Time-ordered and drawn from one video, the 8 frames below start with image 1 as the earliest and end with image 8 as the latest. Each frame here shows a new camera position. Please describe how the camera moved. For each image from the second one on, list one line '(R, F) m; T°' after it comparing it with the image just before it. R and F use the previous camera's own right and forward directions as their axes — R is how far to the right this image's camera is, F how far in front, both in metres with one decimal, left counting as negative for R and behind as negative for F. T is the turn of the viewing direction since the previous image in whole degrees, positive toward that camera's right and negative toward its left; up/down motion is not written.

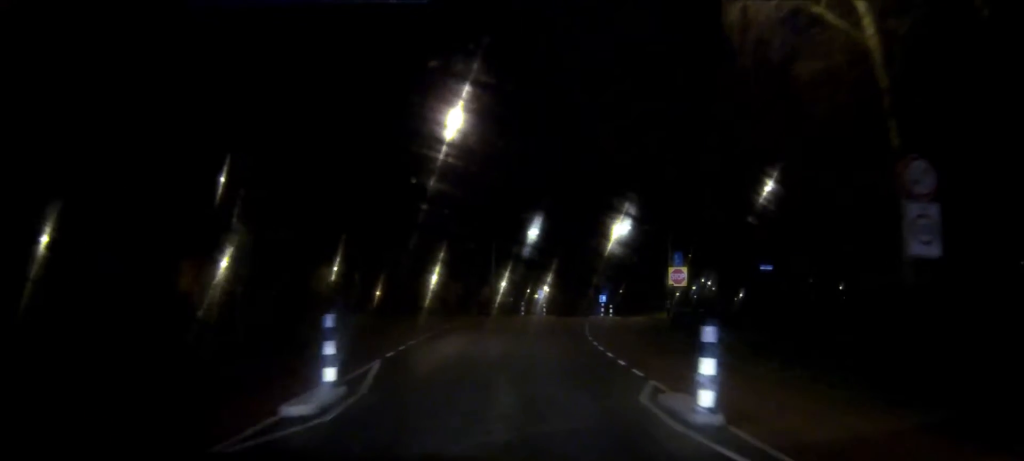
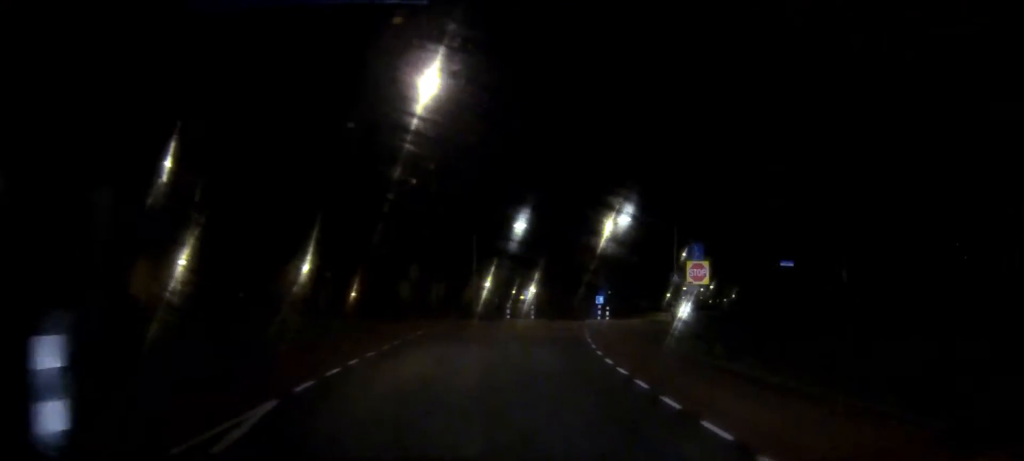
(0.0, +5.4) m; +1°
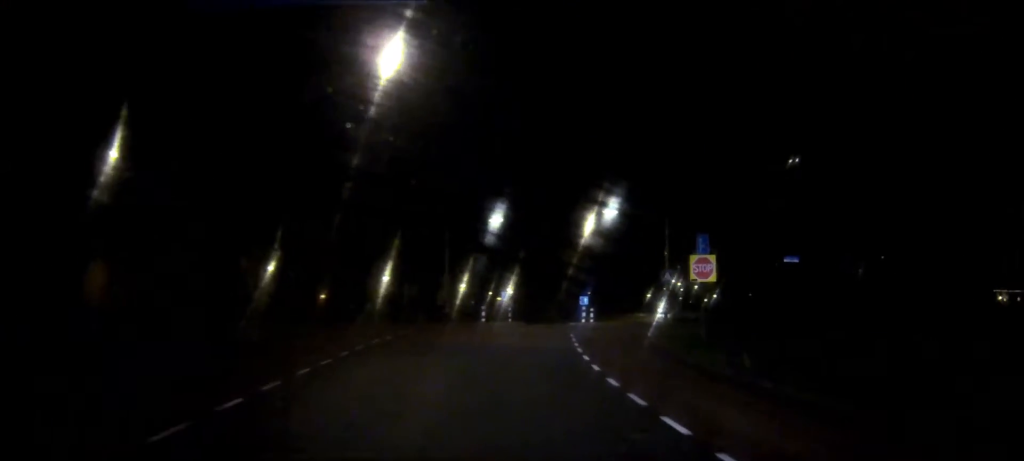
(0.0, +3.6) m; +1°
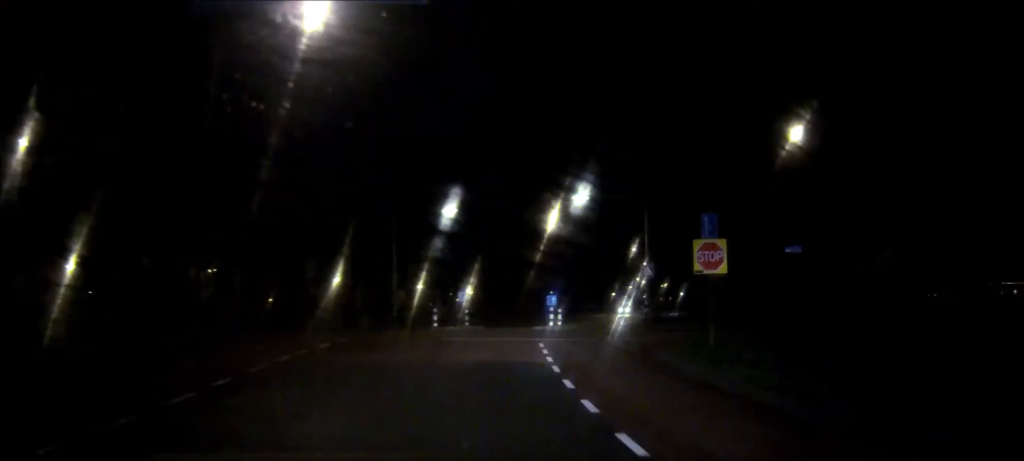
(+0.1, +5.0) m; +2°
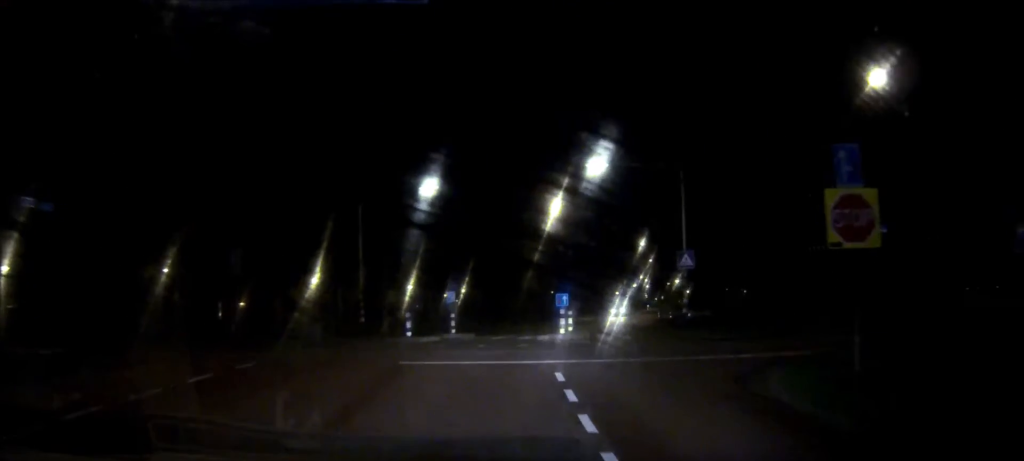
(+0.1, +7.5) m; 0°
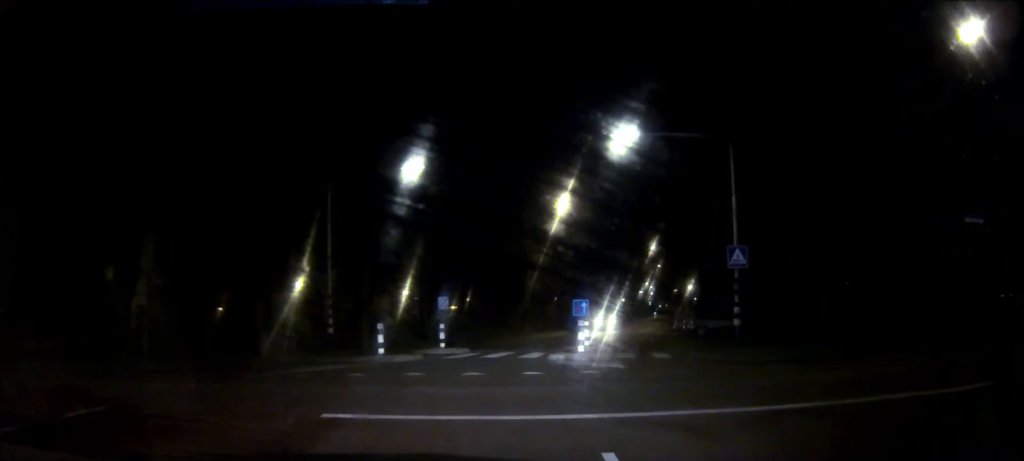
(-0.2, +5.5) m; -4°
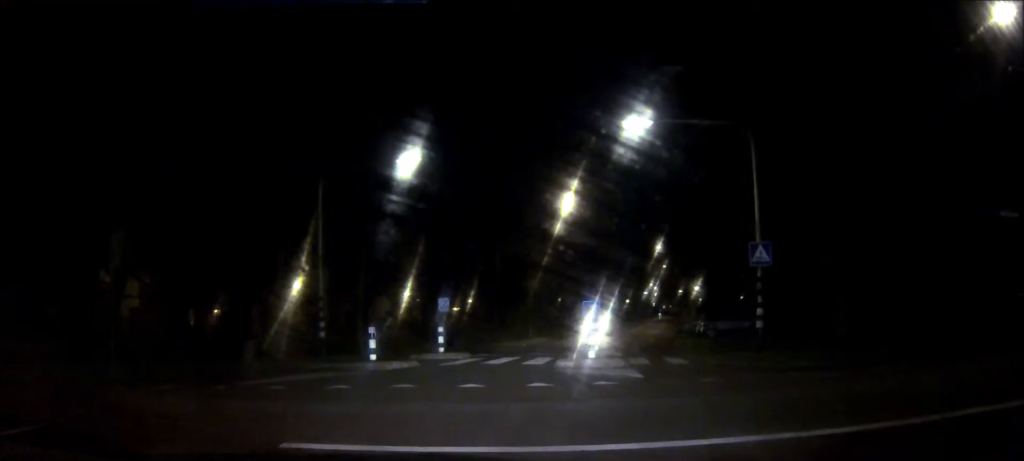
(0.0, +1.3) m; 0°
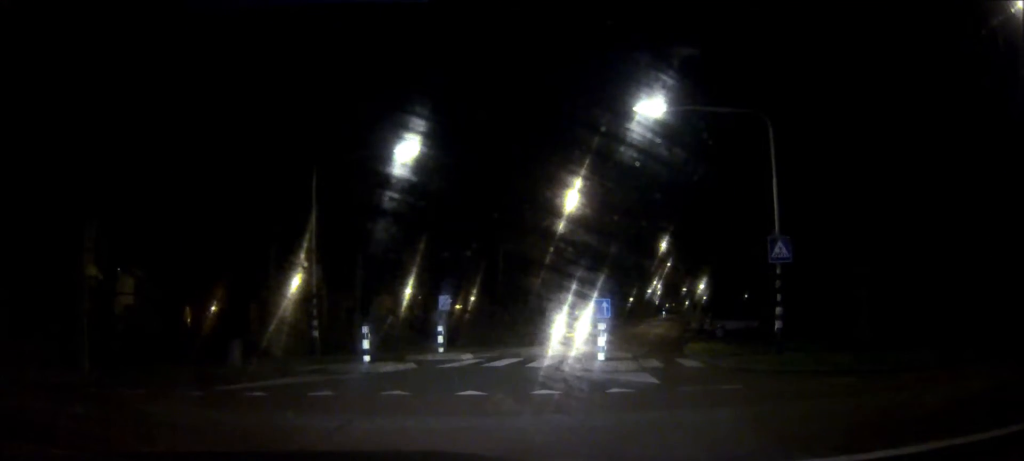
(+0.1, +1.1) m; 0°
